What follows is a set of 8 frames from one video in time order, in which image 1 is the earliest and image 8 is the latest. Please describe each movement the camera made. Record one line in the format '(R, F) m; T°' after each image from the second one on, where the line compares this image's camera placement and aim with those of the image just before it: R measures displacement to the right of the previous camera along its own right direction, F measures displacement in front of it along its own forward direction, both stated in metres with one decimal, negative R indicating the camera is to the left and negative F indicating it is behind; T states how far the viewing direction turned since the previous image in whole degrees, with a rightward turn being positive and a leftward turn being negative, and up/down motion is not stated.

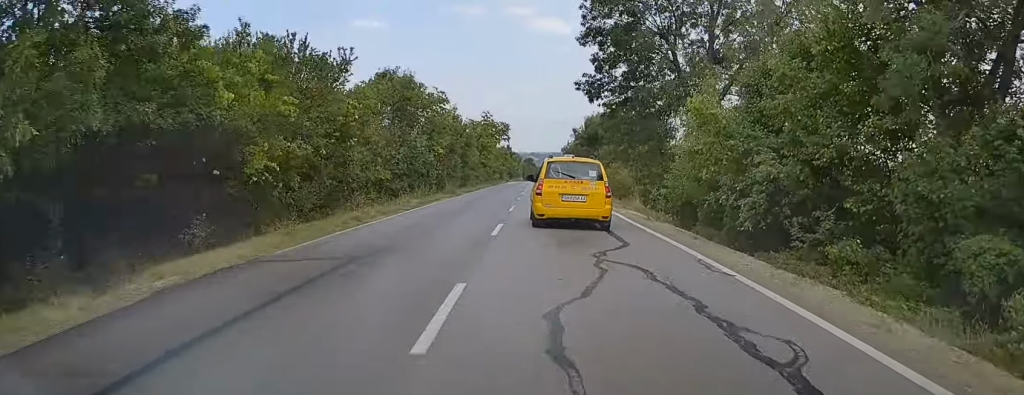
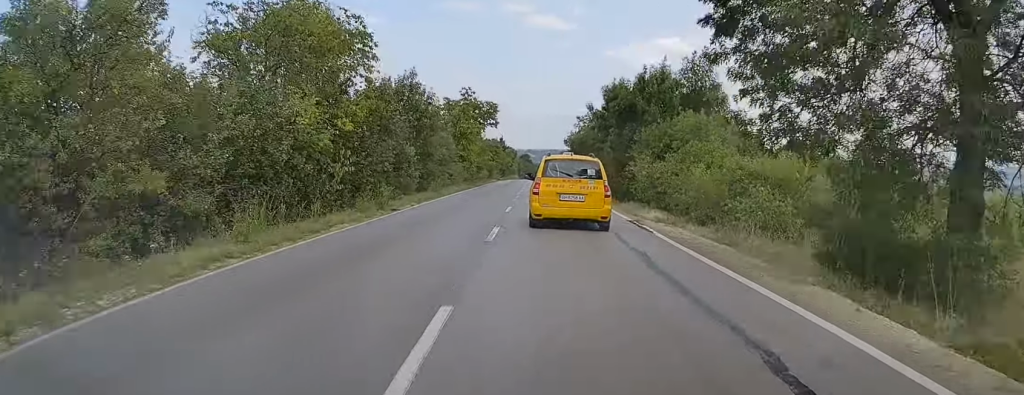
(+0.5, +19.5) m; +1°
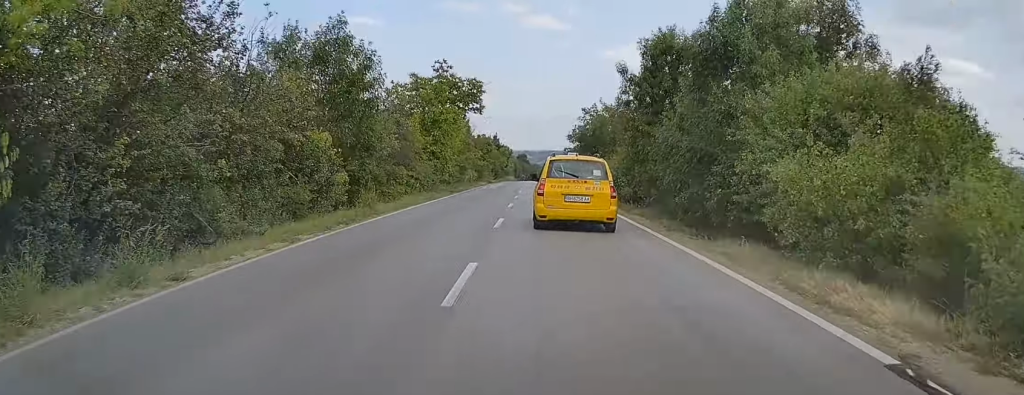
(0.0, +15.1) m; 0°
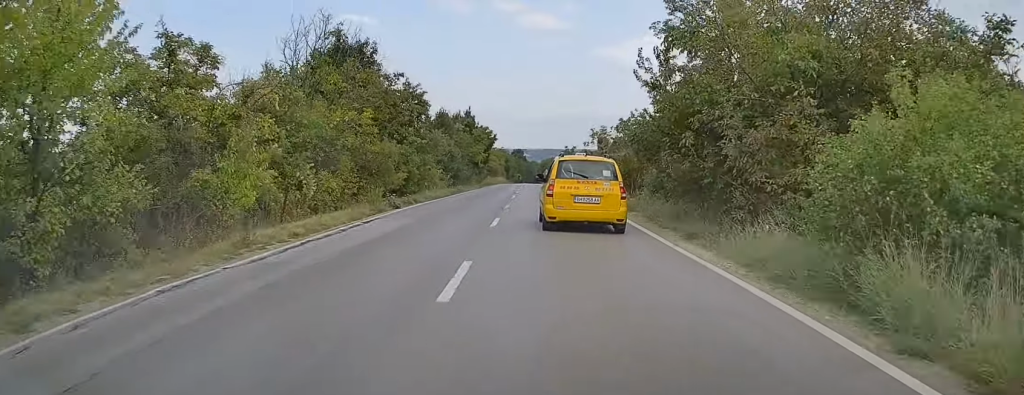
(-0.5, +54.9) m; -1°
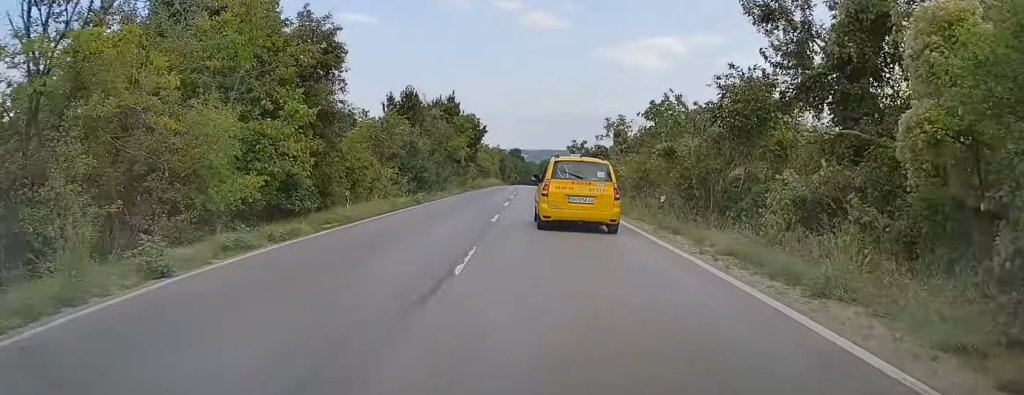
(0.0, +16.8) m; 0°
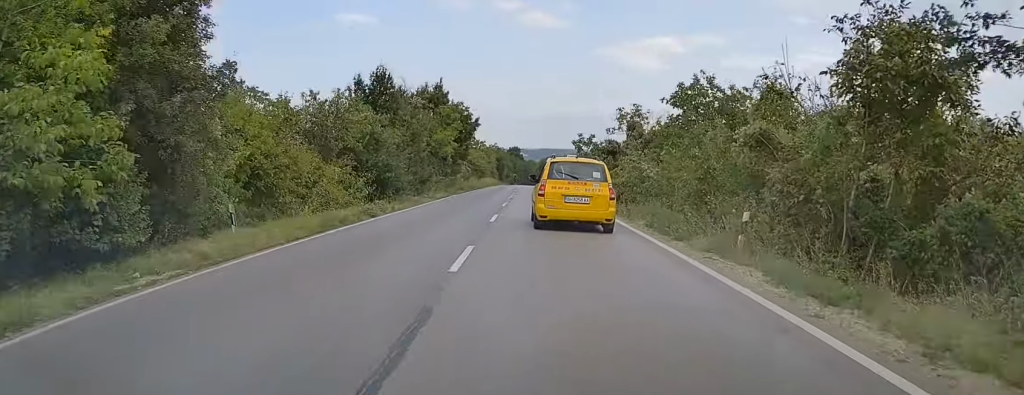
(0.0, +9.0) m; +1°
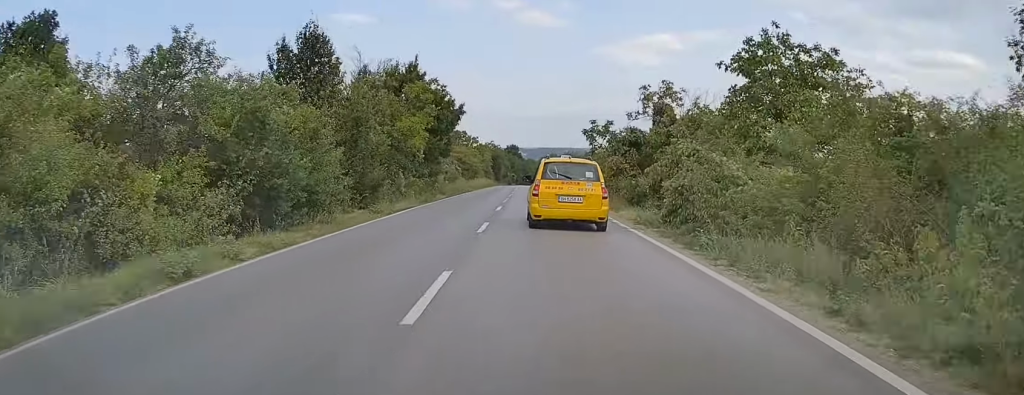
(0.0, +12.2) m; +1°
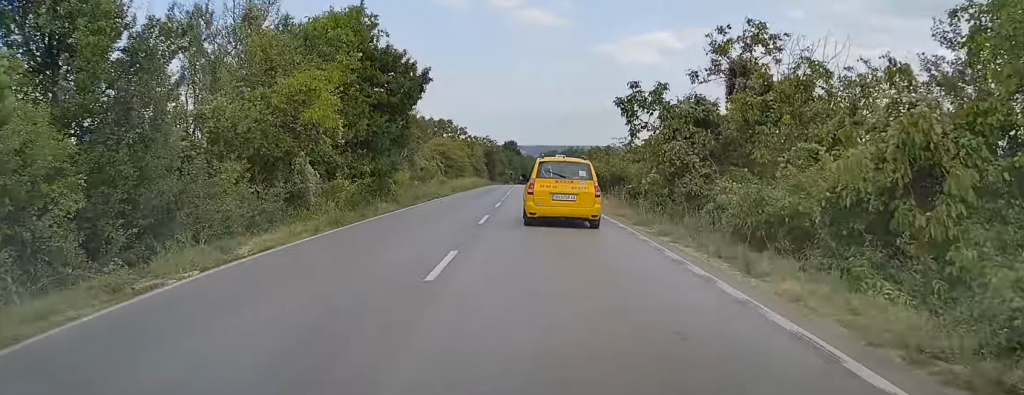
(+0.3, +16.0) m; 0°
